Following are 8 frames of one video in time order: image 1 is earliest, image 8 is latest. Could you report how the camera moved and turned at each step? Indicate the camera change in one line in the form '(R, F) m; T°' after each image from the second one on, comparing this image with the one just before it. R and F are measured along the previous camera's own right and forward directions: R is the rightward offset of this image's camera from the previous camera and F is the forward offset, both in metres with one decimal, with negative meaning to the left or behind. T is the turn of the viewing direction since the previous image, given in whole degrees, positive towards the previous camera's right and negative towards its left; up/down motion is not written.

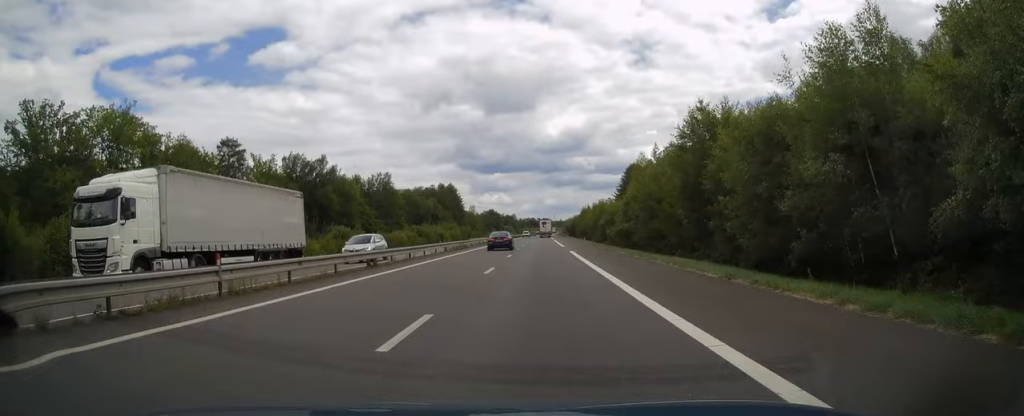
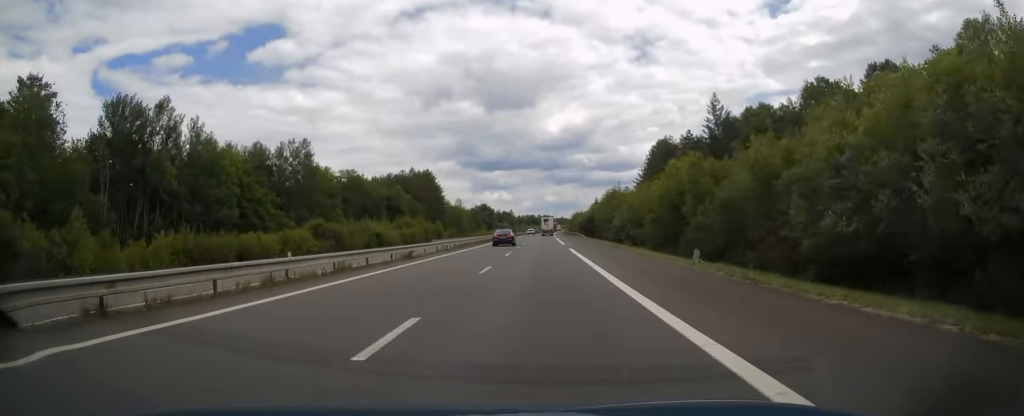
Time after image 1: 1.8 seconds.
(+0.1, +51.9) m; 0°
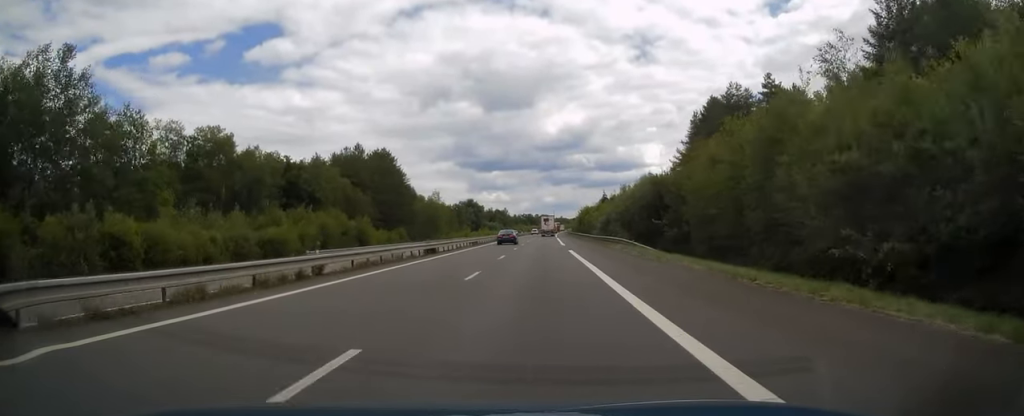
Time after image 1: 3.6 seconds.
(0.0, +53.8) m; 0°
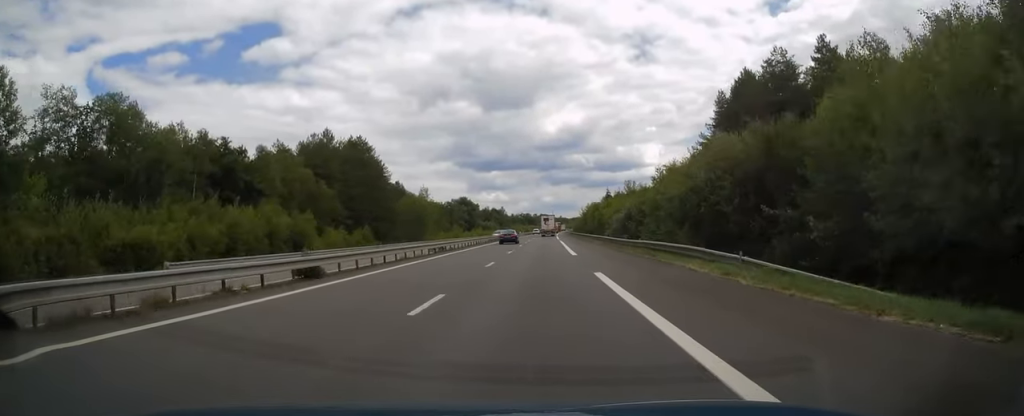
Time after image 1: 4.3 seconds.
(0.0, +19.6) m; 0°
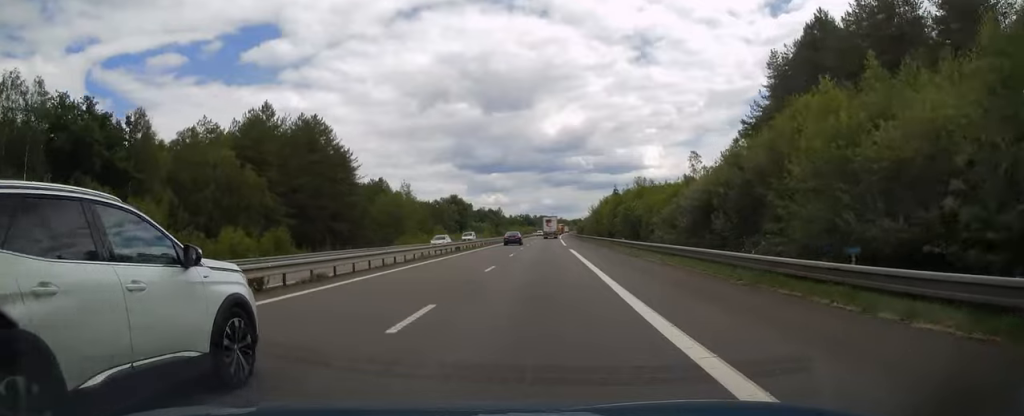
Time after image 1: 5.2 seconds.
(-0.1, +27.0) m; 0°
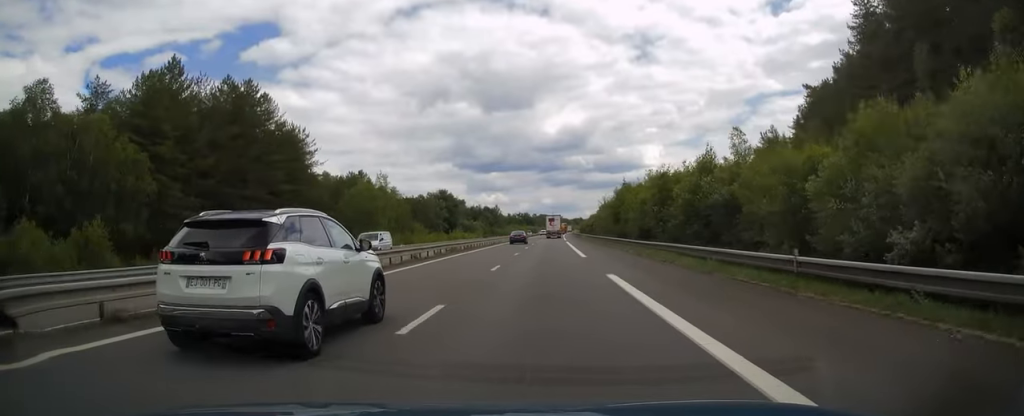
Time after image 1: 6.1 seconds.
(+0.2, +25.5) m; 0°
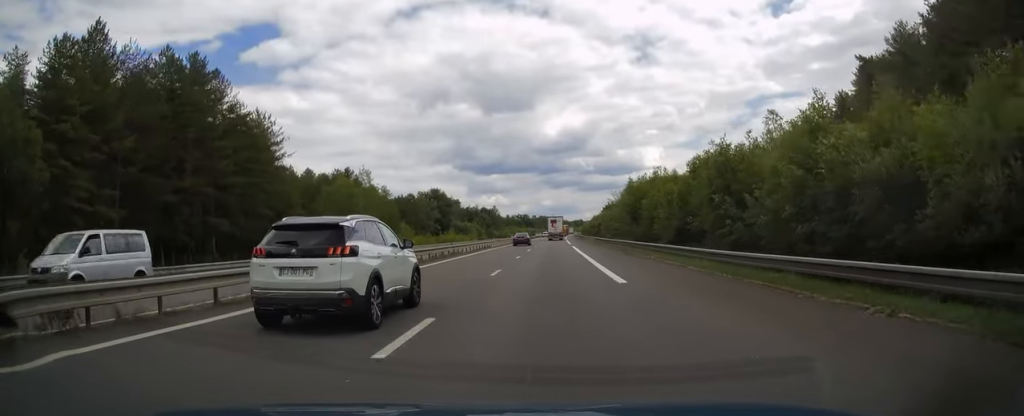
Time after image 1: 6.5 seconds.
(0.0, +14.3) m; 0°
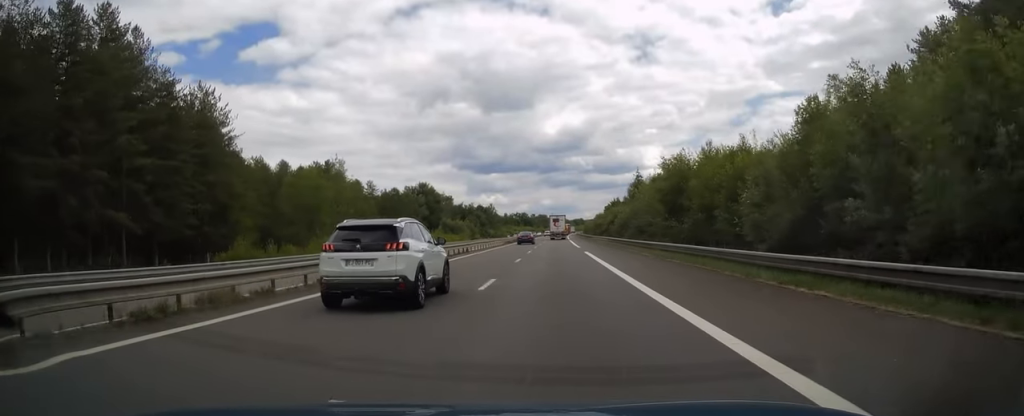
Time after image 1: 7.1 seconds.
(0.0, +17.2) m; 0°
